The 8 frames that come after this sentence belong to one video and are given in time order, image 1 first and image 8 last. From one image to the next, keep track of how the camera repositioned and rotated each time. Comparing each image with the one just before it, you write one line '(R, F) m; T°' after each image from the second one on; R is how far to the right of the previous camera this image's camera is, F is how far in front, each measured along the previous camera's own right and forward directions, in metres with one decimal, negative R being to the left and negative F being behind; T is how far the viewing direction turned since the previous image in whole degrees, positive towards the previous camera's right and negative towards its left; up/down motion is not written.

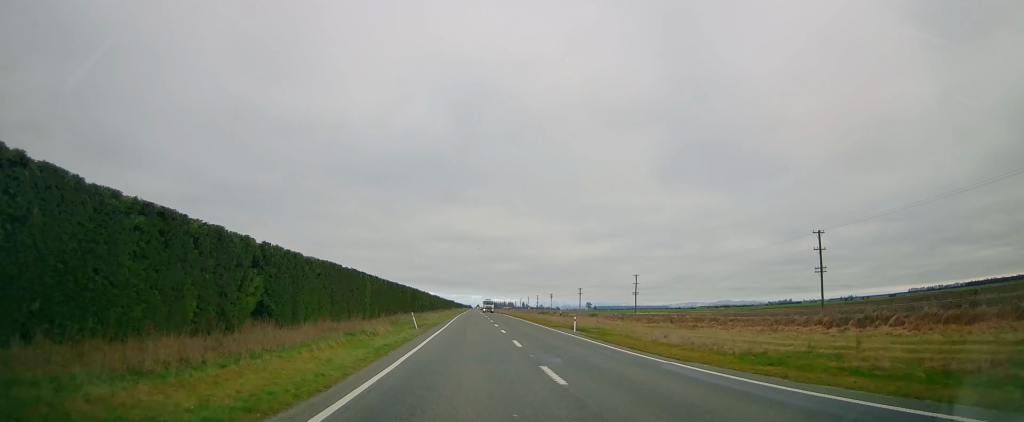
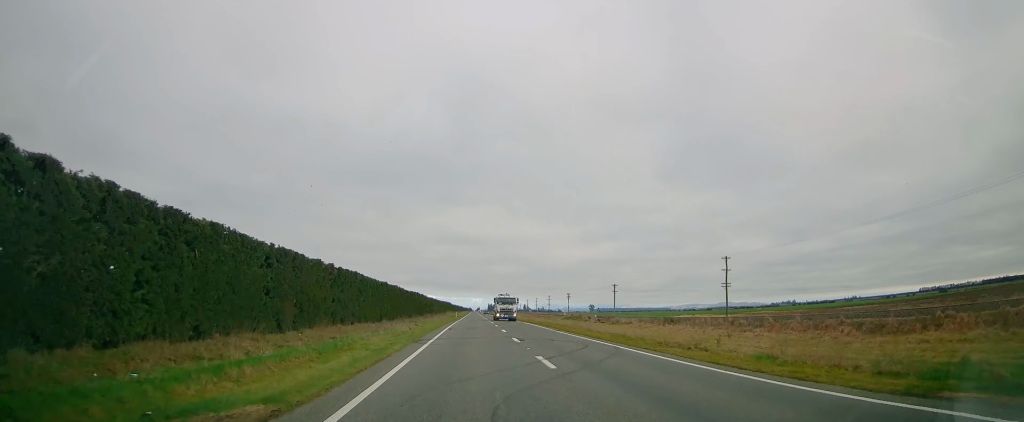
(-0.9, +36.4) m; 0°
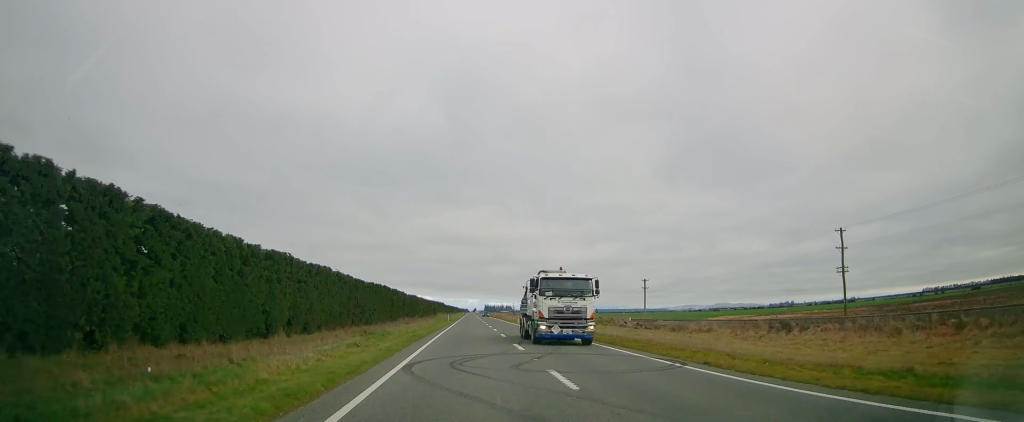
(+0.8, +22.6) m; +1°
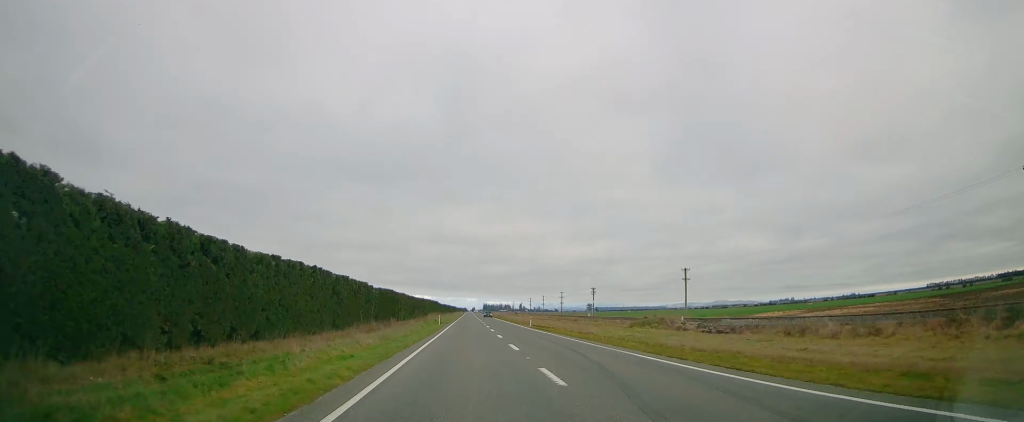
(-0.1, +18.9) m; 0°
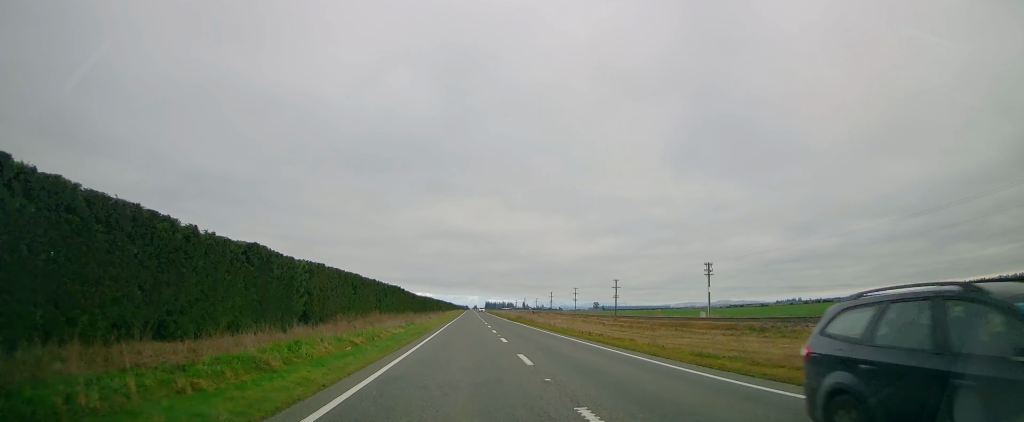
(+0.1, +64.4) m; 0°
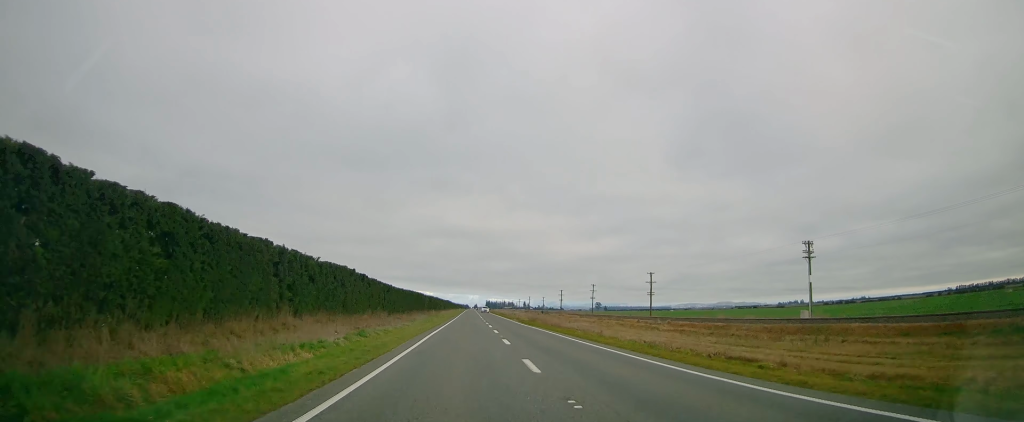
(-0.2, +21.9) m; -1°
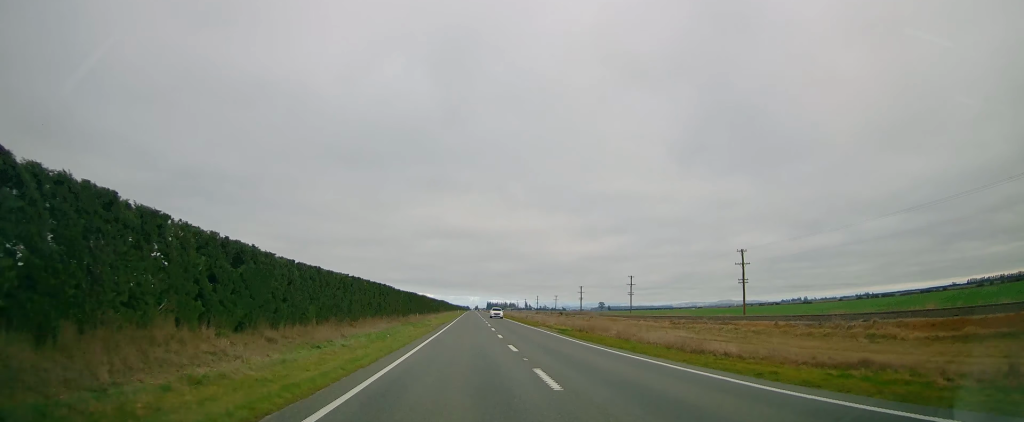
(-0.1, +31.9) m; 0°
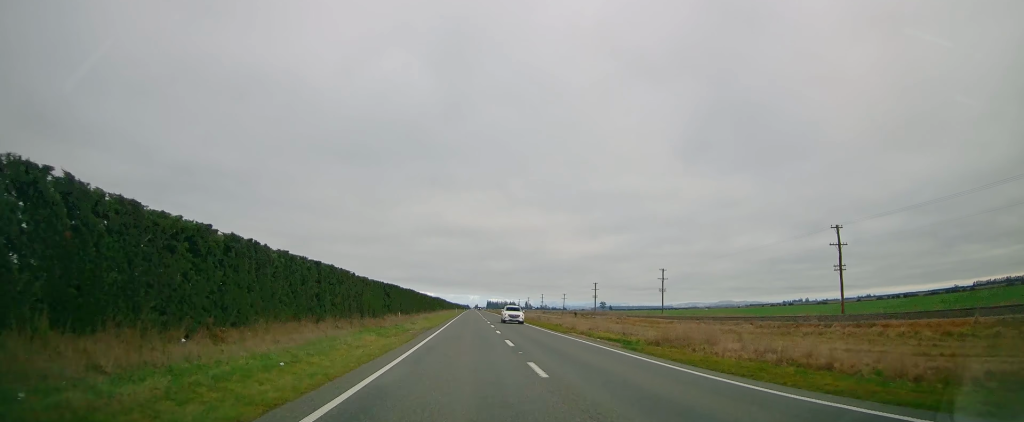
(-0.1, +17.3) m; 0°
